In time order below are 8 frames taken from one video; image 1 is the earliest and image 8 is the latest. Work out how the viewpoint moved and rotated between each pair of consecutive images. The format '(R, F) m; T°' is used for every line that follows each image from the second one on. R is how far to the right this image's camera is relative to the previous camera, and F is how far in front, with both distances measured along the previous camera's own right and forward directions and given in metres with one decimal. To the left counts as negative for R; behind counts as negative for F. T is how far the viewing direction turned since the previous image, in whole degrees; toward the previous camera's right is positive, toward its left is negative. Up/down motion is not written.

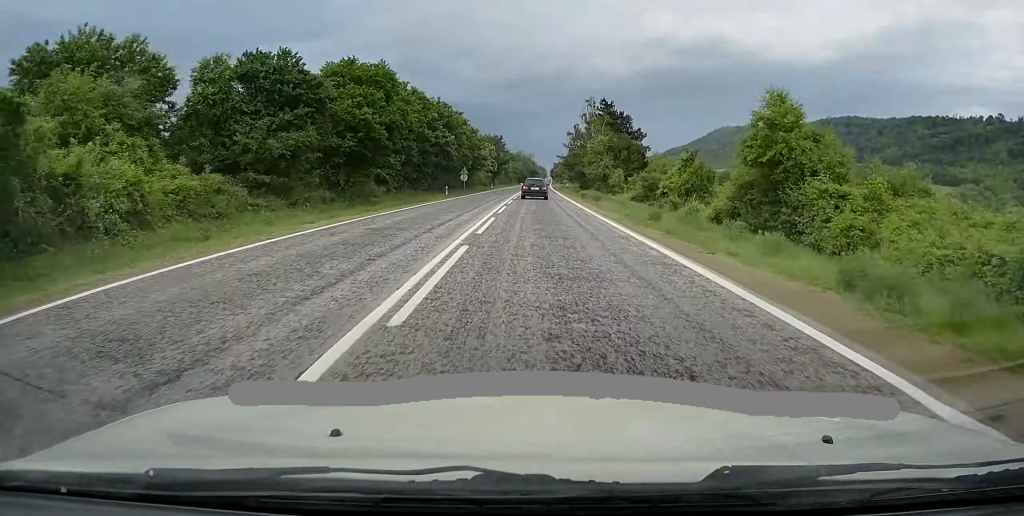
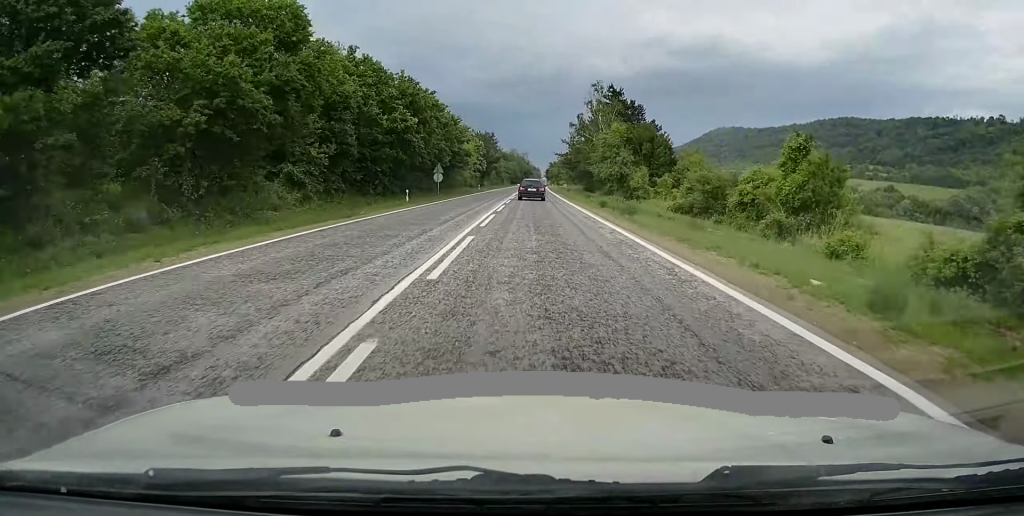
(-0.3, +15.4) m; +1°
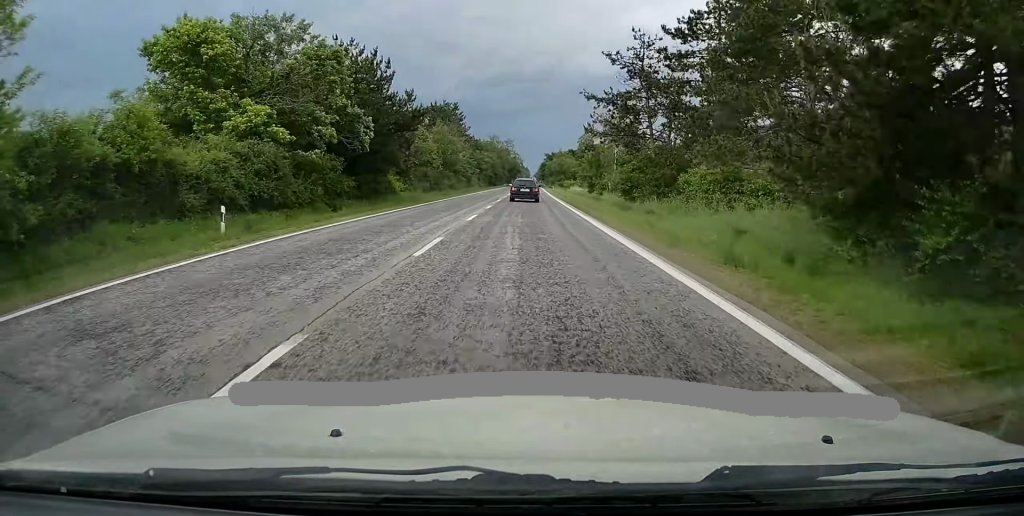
(+1.5, +72.6) m; +2°
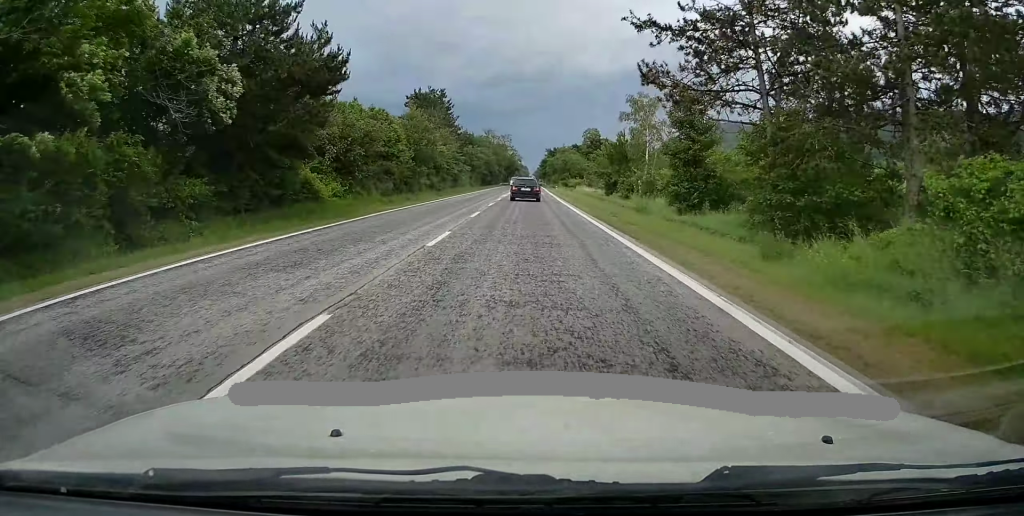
(+0.1, +16.7) m; 0°
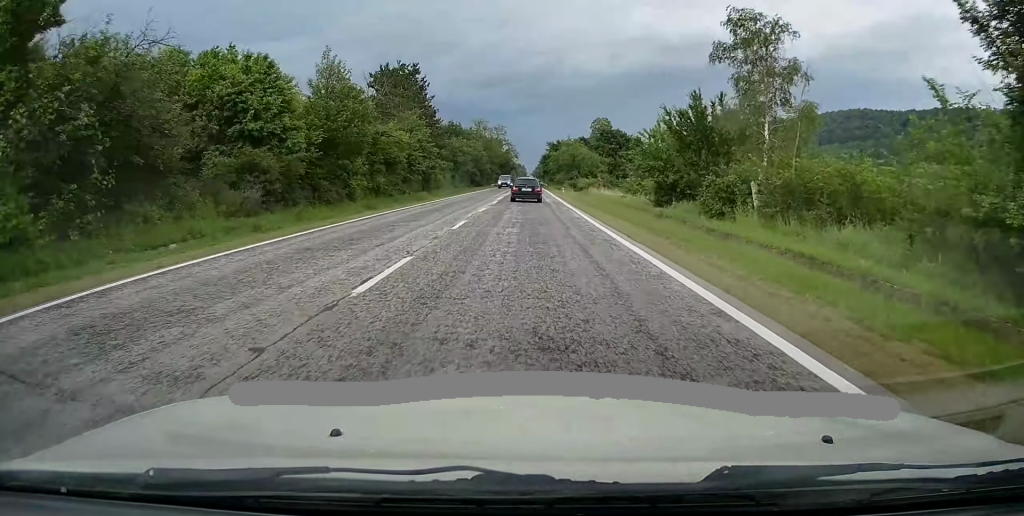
(0.0, +22.9) m; 0°
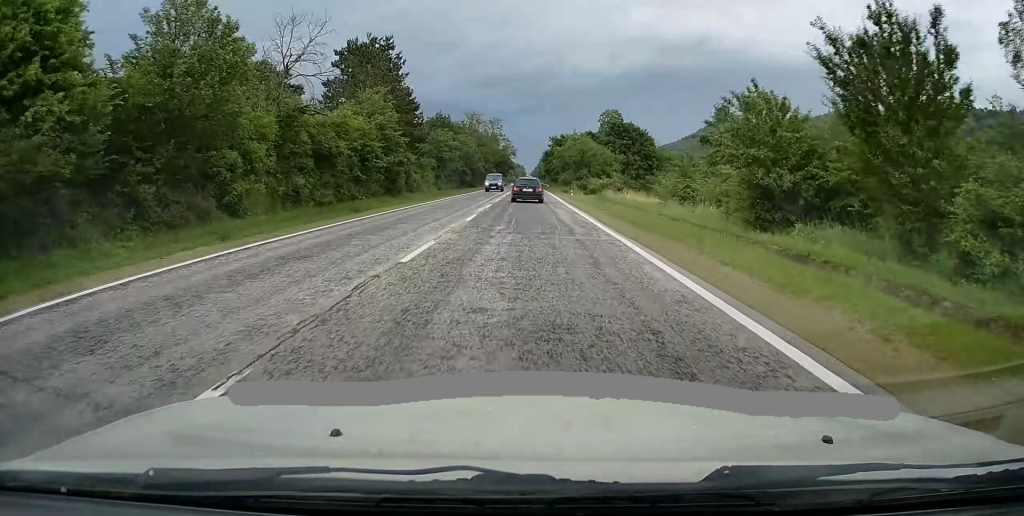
(0.0, +15.1) m; -1°
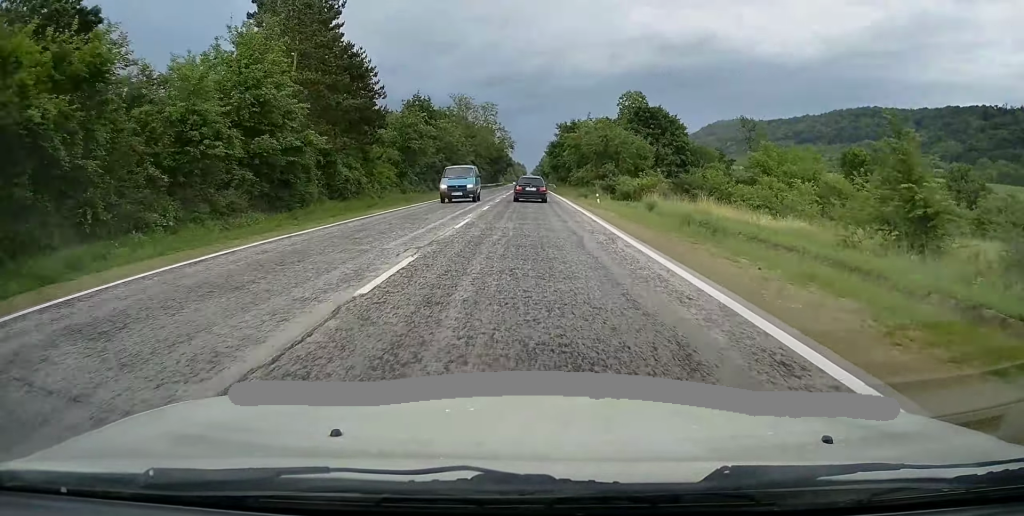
(-0.2, +21.3) m; 0°
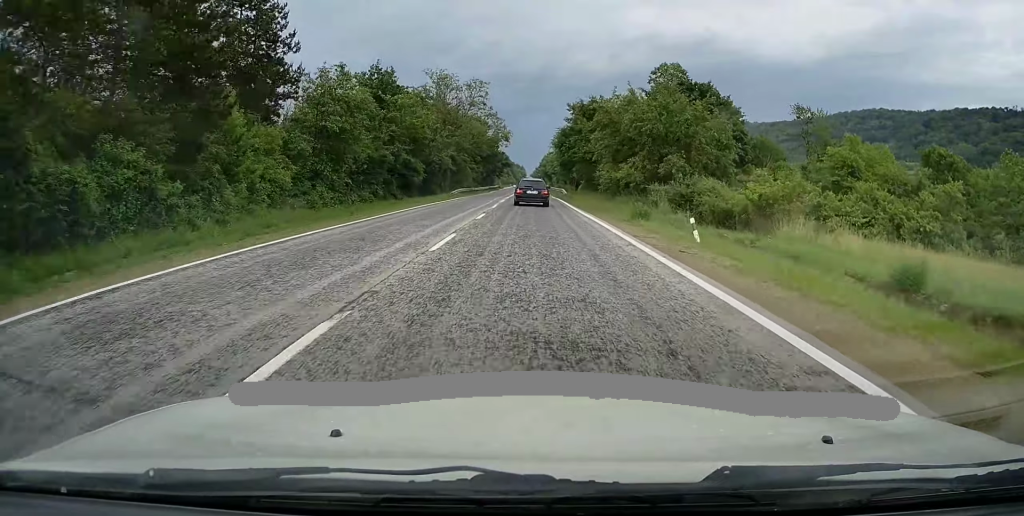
(-0.1, +22.1) m; 0°
